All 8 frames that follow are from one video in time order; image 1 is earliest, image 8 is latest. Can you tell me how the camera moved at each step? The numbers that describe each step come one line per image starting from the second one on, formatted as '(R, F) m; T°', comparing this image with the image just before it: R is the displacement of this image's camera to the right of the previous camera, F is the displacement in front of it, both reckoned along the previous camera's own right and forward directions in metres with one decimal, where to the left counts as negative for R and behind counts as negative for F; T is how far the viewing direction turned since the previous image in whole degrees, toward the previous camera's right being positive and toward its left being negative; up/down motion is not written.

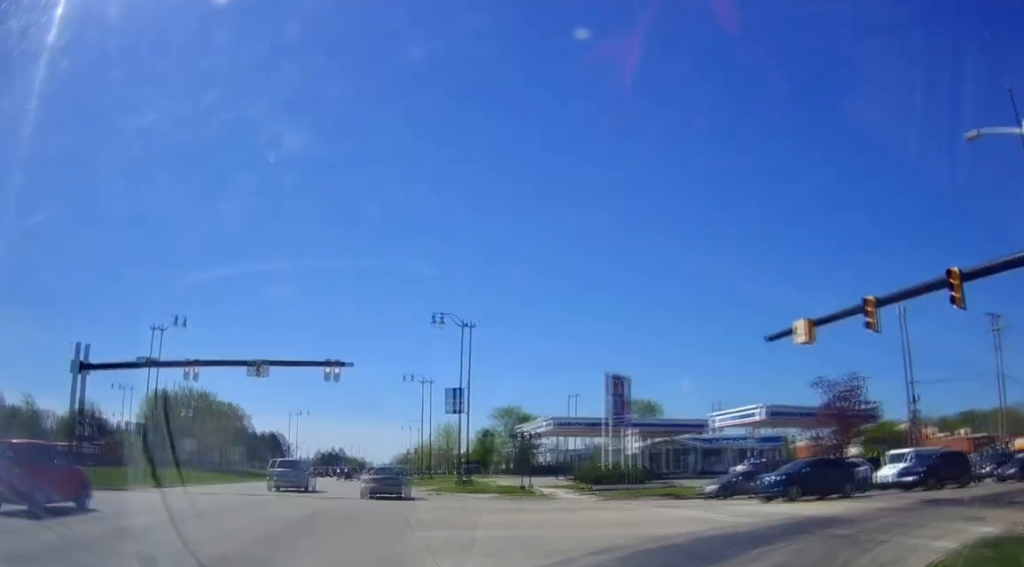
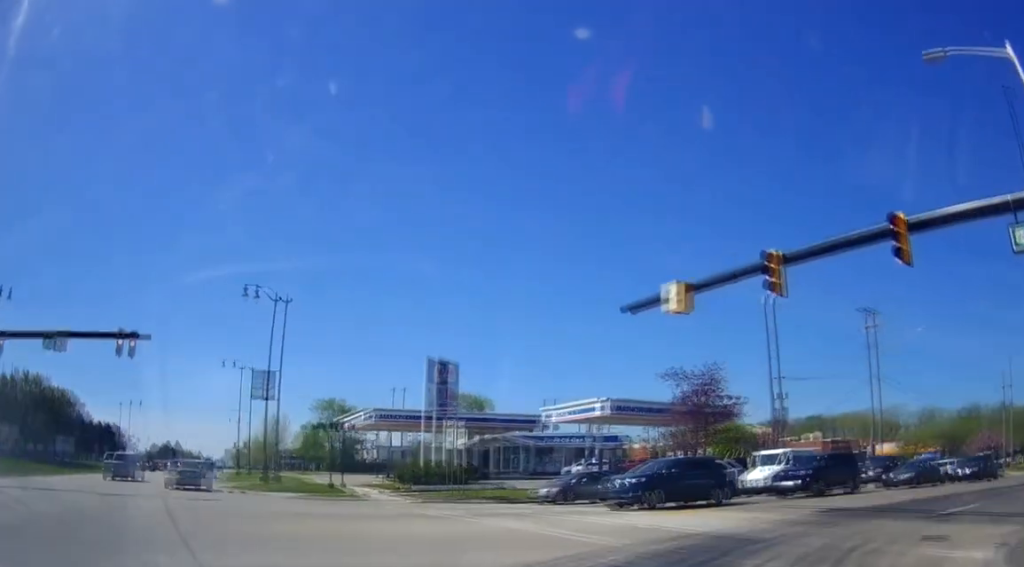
(+0.4, +4.4) m; +11°
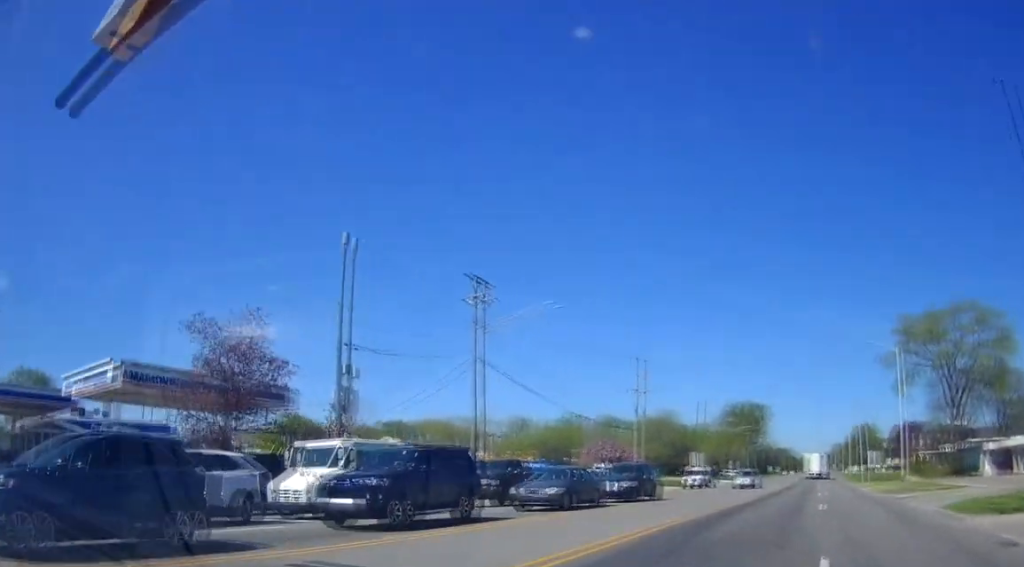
(+2.8, +11.2) m; +24°
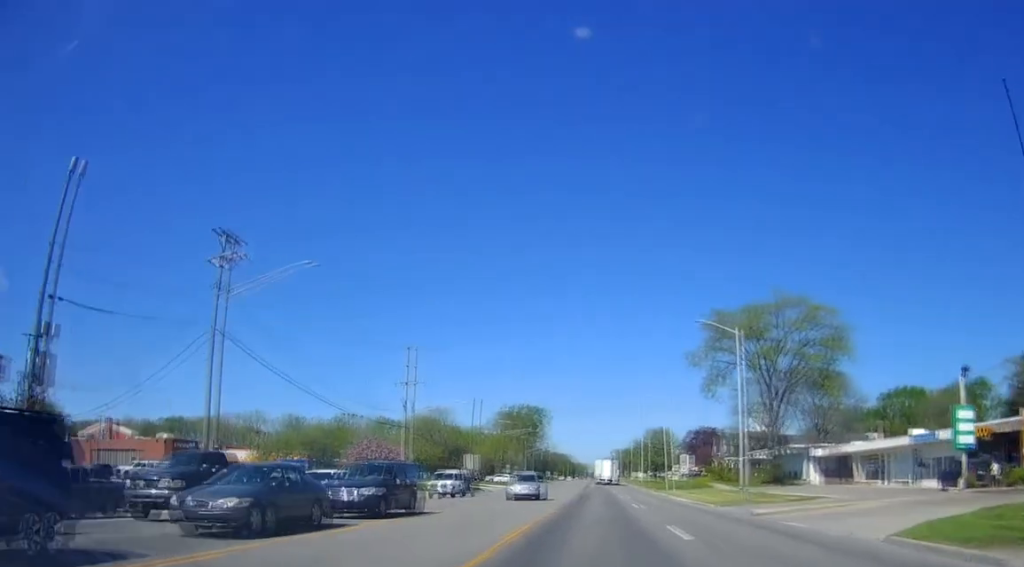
(+0.4, +8.3) m; +9°
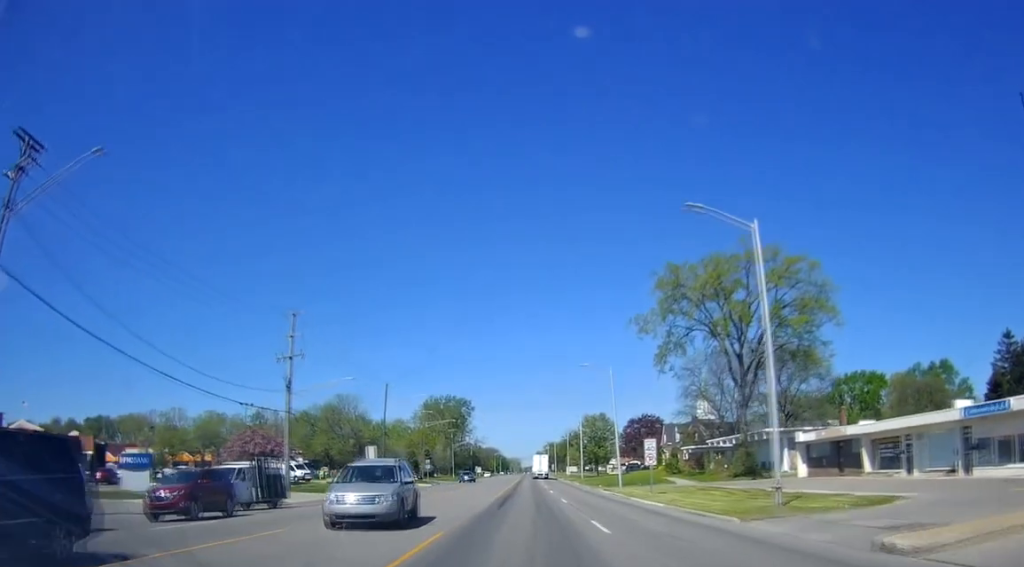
(+1.8, +13.4) m; +14°
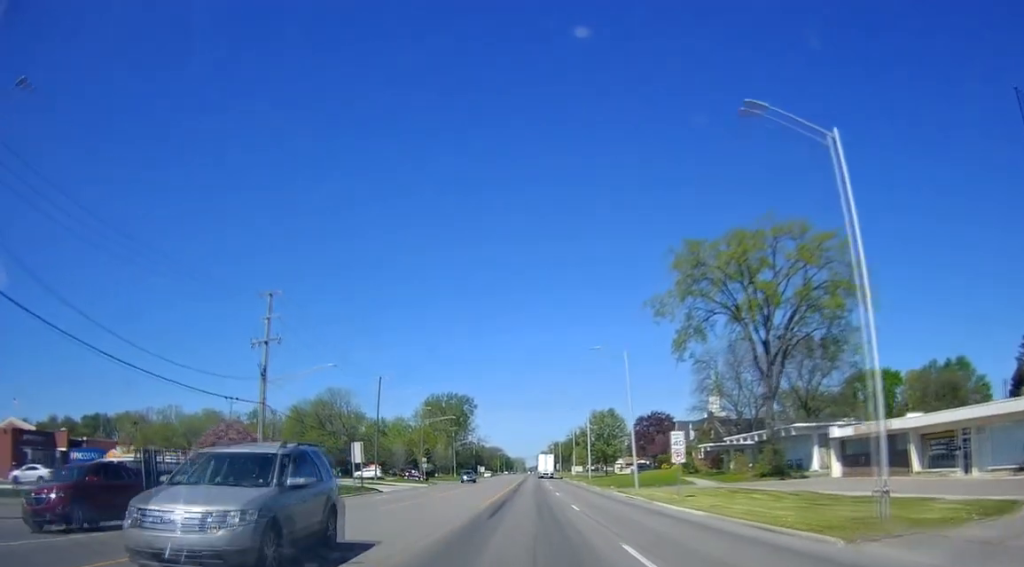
(+0.2, +6.1) m; +4°
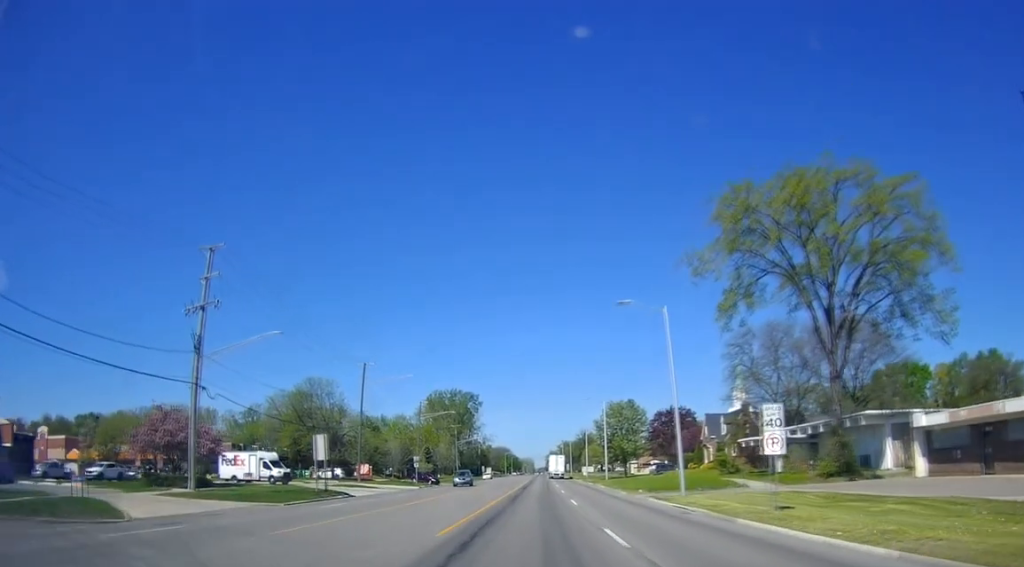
(+0.7, +11.7) m; +2°
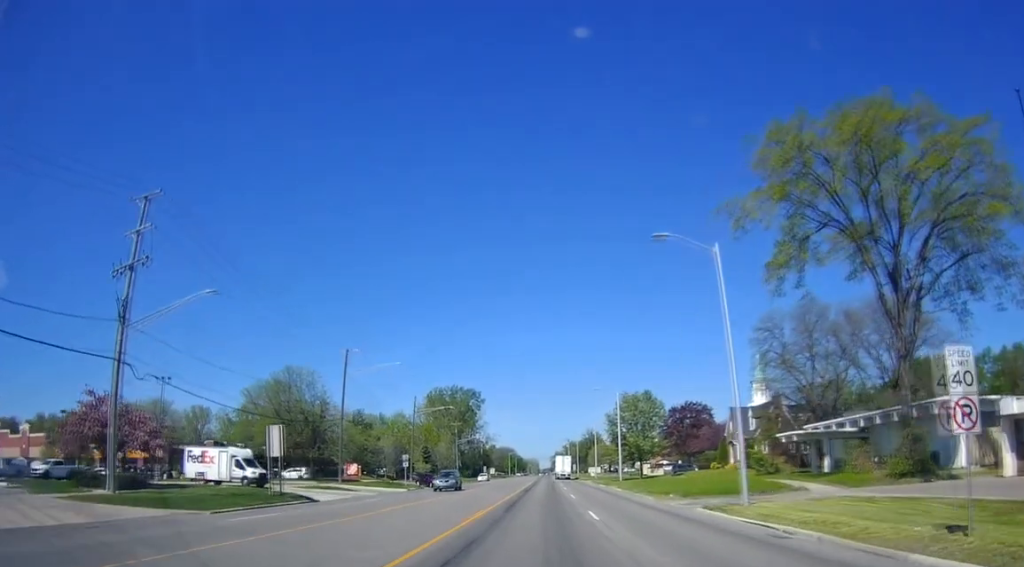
(+0.1, +9.2) m; -1°
